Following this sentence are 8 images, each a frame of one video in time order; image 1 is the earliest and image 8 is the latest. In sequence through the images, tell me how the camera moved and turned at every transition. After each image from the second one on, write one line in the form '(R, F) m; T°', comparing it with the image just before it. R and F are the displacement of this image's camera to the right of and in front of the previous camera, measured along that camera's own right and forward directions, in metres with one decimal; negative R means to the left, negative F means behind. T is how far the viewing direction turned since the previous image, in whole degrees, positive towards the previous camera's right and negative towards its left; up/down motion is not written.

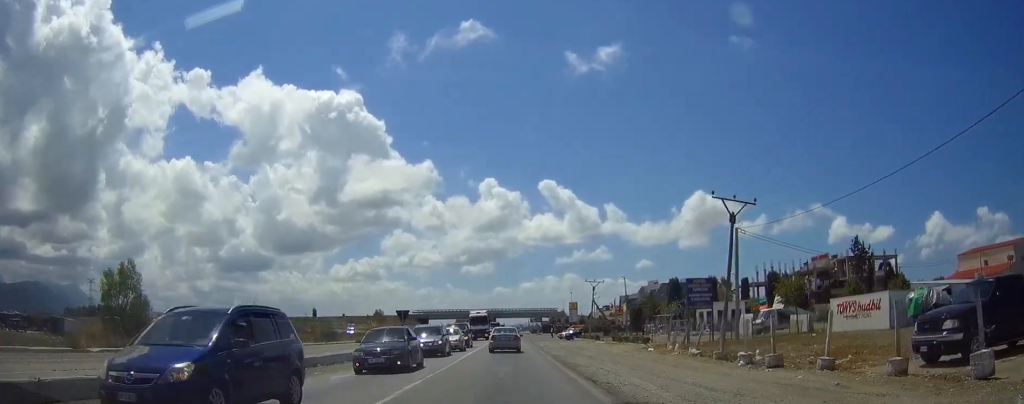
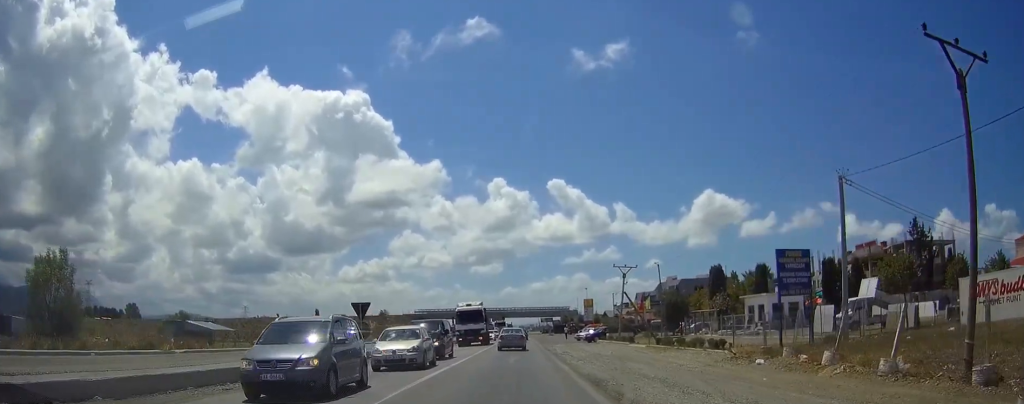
(+0.3, +12.9) m; +4°
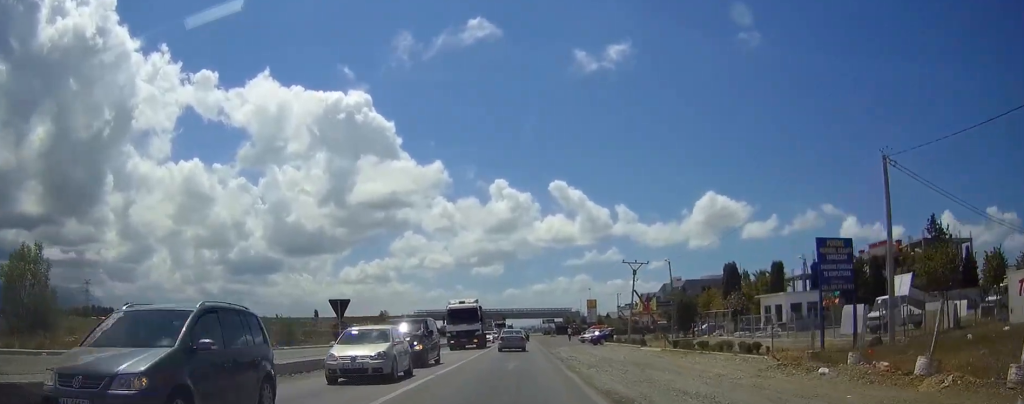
(-0.1, +3.6) m; -2°
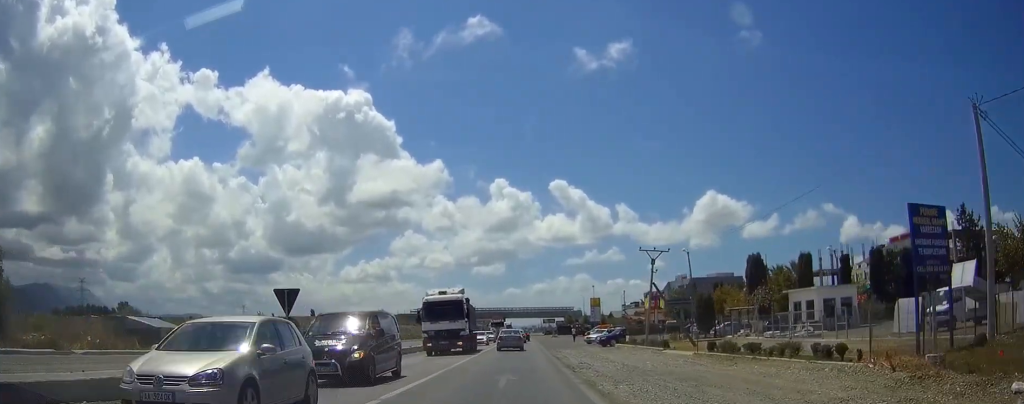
(-0.1, +6.3) m; -2°
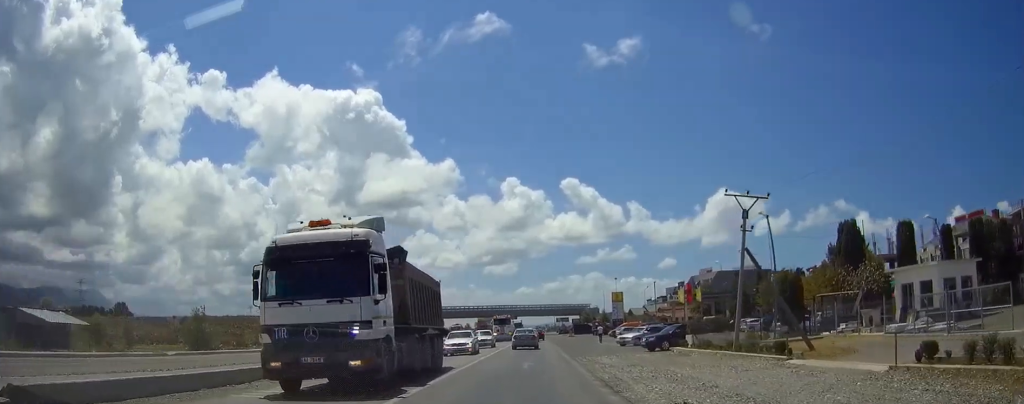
(-0.2, +16.7) m; -1°
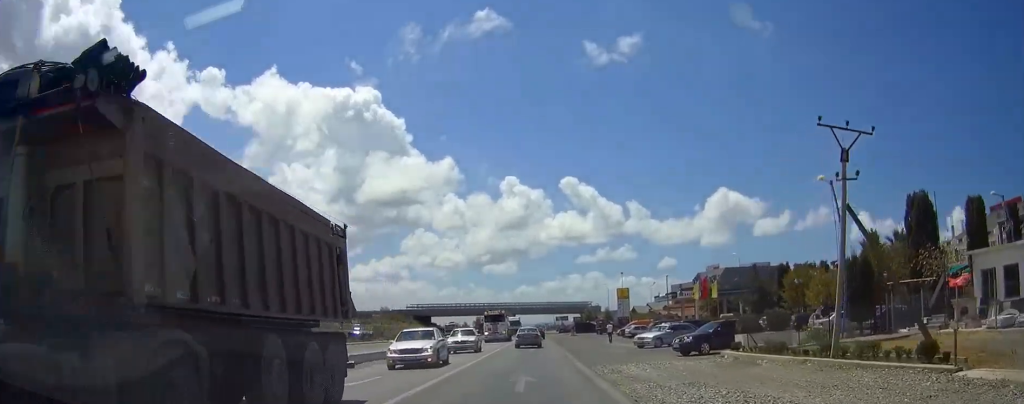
(0.0, +8.9) m; 0°
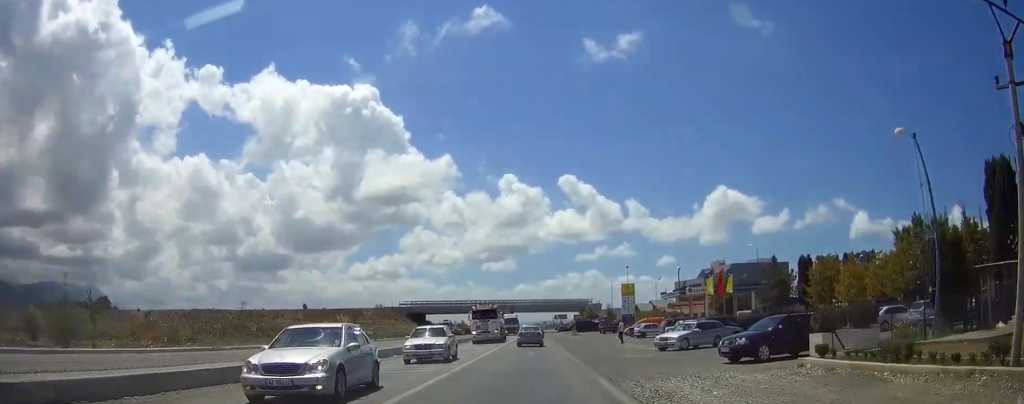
(0.0, +7.8) m; 0°
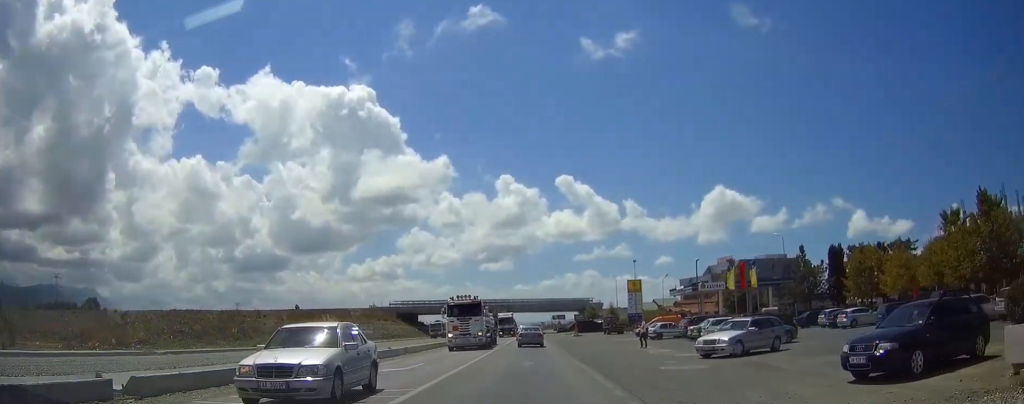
(0.0, +9.6) m; 0°
